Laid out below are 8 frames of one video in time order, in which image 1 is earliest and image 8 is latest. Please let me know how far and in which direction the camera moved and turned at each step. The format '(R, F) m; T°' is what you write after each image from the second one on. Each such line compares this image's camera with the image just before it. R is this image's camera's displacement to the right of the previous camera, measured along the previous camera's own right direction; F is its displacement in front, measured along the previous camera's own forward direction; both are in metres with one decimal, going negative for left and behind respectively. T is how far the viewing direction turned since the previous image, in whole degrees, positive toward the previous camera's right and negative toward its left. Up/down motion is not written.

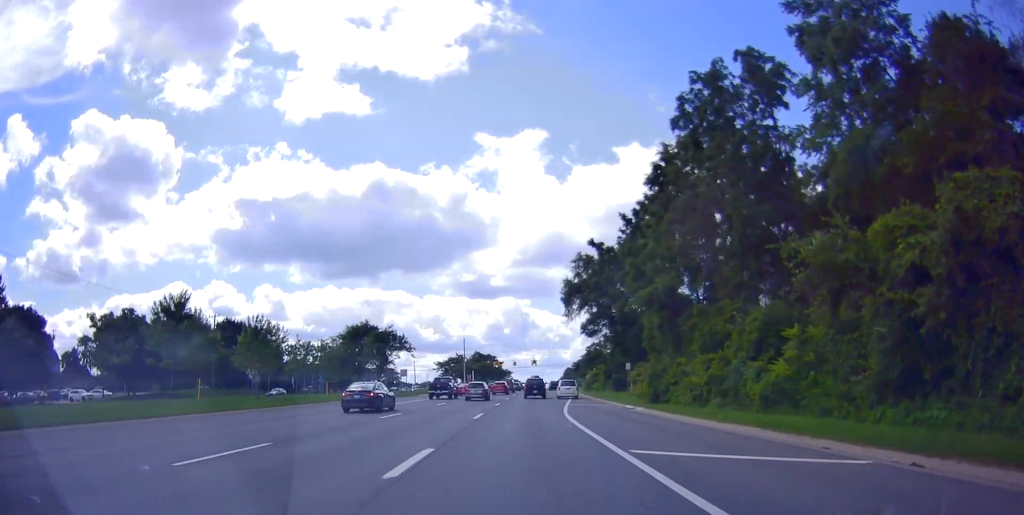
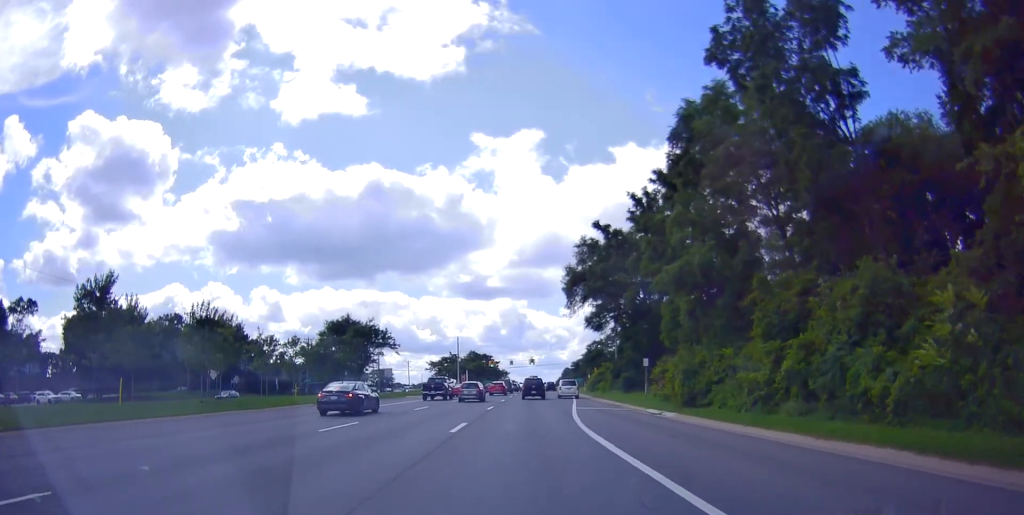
(+0.1, +7.7) m; 0°
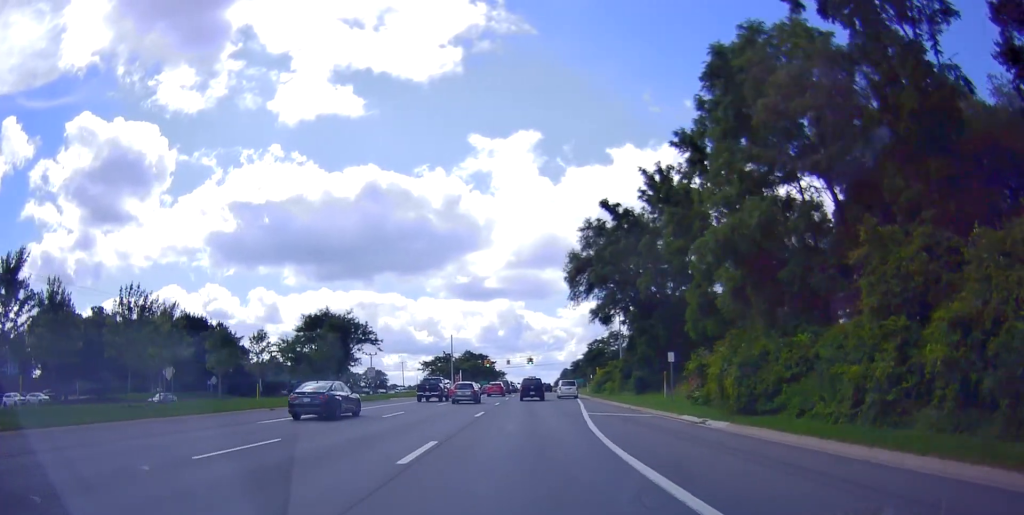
(-0.2, +7.5) m; +1°
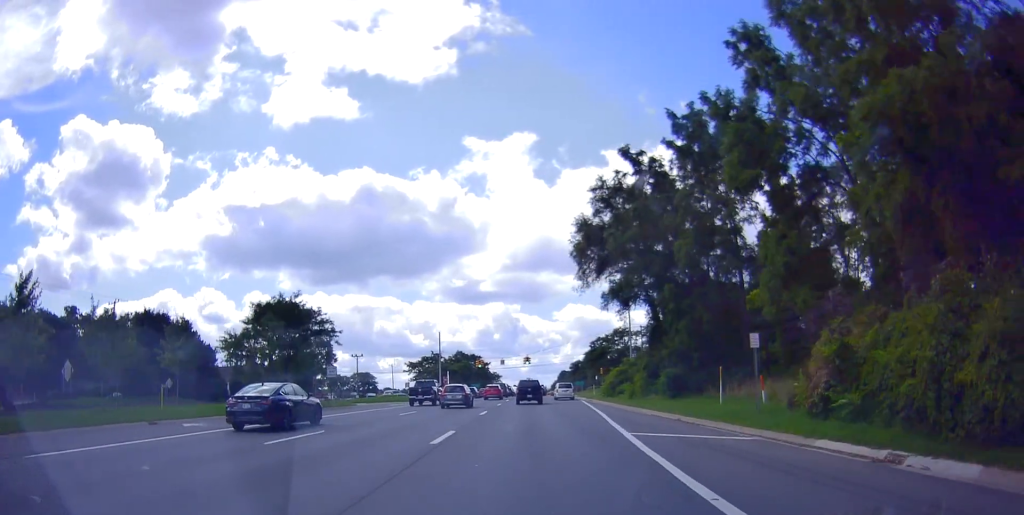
(+0.2, +13.5) m; 0°
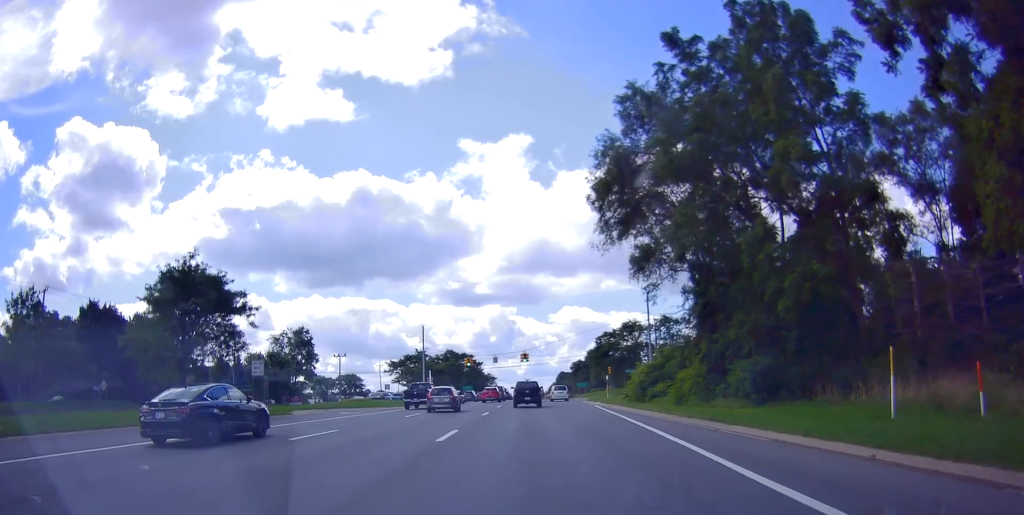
(-0.1, +16.0) m; -1°
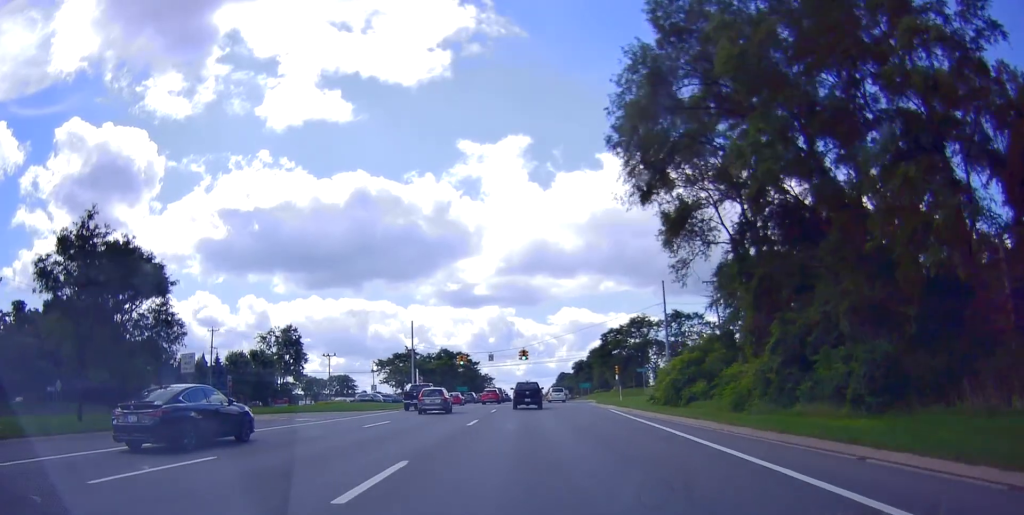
(-0.2, +9.1) m; 0°
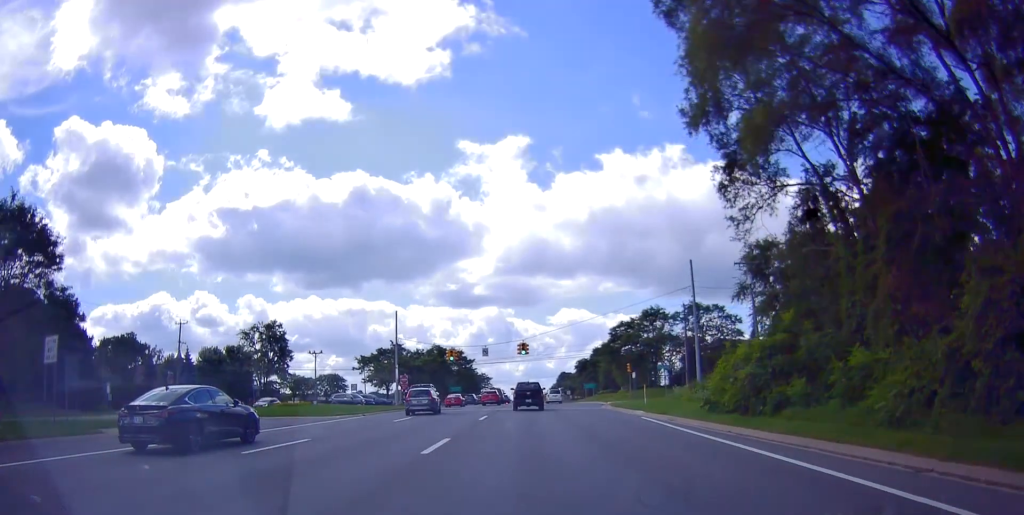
(+0.2, +11.0) m; +3°
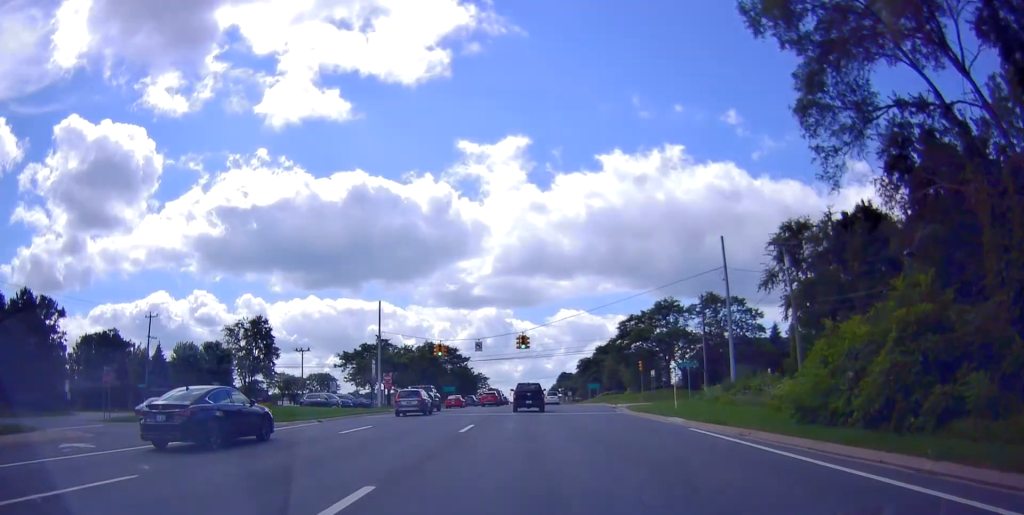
(+0.2, +8.5) m; +1°
